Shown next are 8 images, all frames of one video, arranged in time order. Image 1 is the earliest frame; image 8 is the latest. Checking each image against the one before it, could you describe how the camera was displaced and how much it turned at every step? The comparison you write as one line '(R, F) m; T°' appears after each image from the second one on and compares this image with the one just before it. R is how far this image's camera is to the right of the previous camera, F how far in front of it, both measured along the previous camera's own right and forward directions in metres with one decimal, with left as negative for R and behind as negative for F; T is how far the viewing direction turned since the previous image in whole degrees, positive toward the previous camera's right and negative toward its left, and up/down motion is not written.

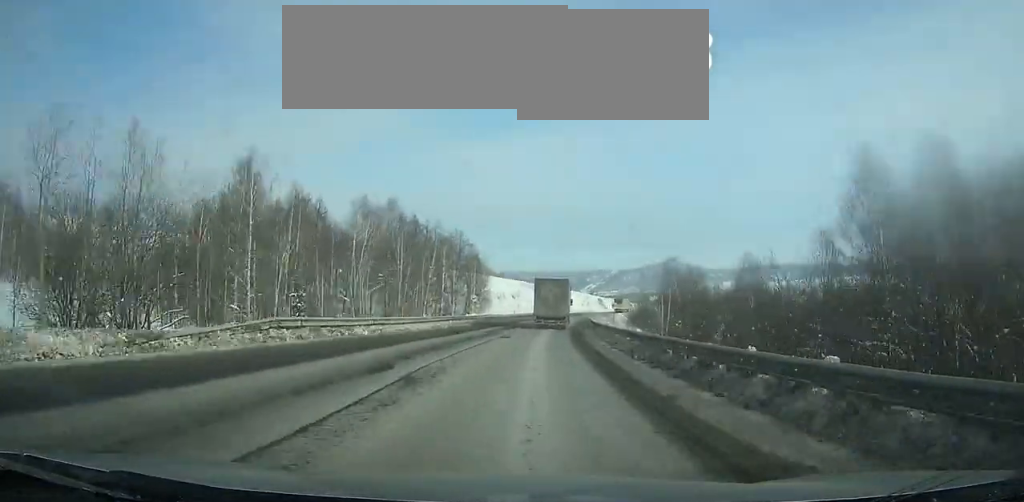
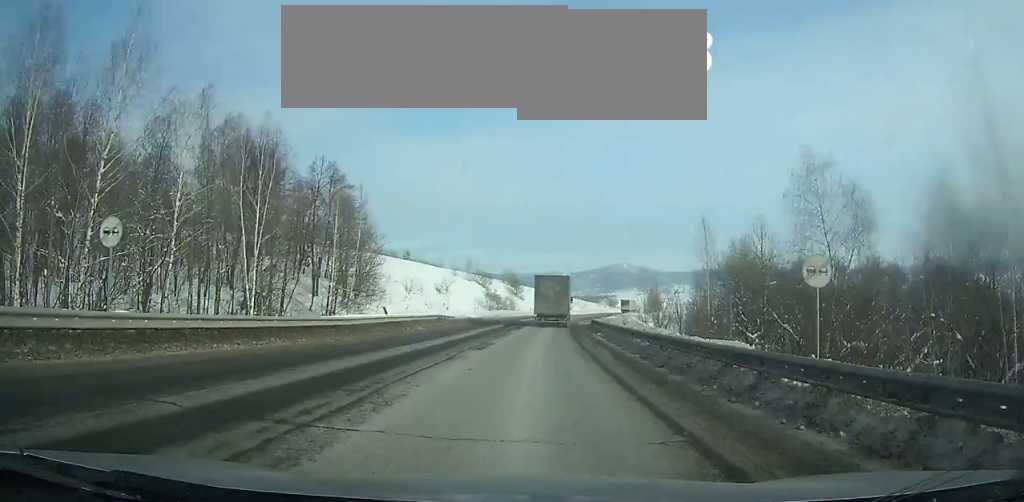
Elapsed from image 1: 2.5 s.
(+2.1, +53.0) m; +5°
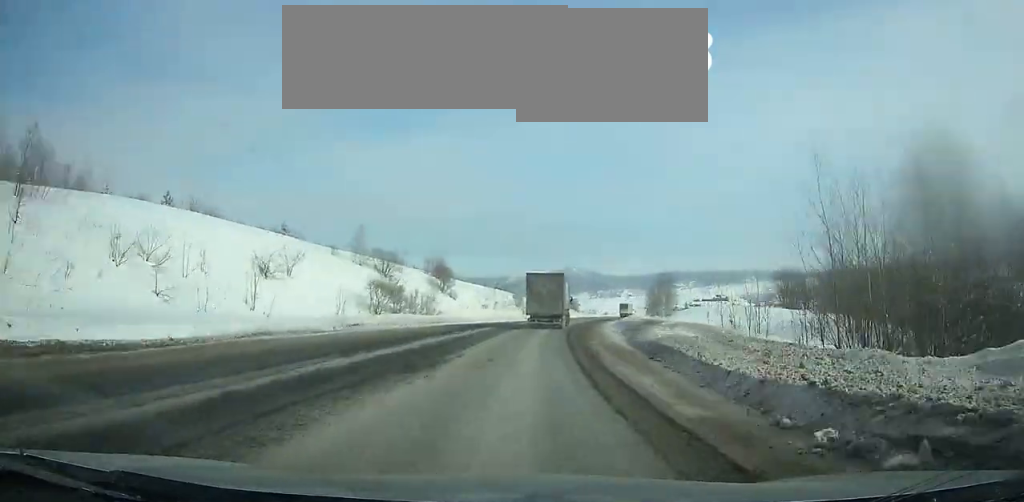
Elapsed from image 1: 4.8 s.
(+1.9, +47.9) m; +5°
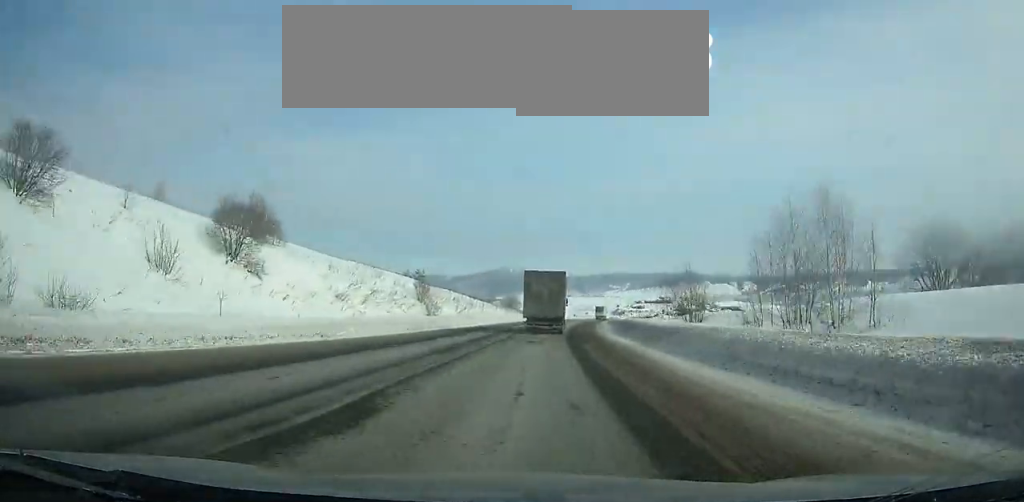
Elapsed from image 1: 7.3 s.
(+2.0, +51.1) m; +5°
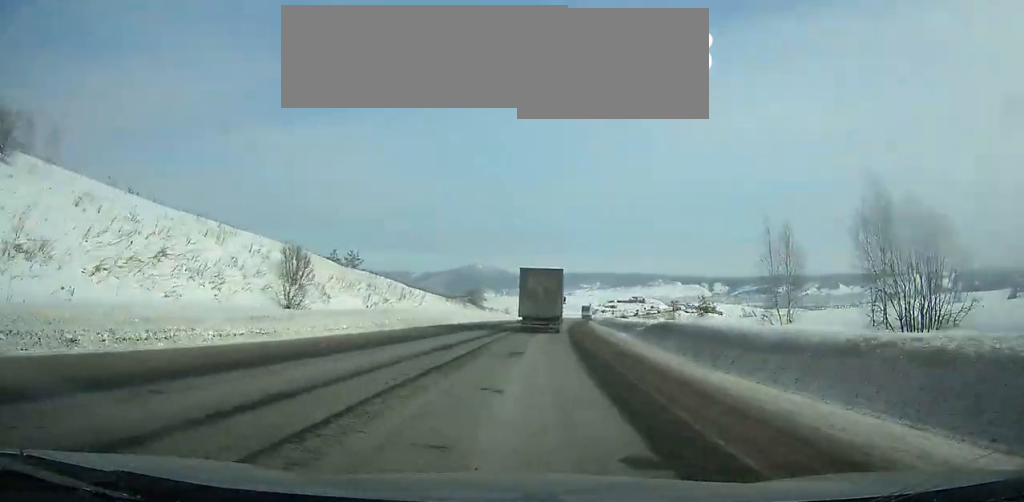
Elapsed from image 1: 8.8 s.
(+1.2, +30.2) m; +3°
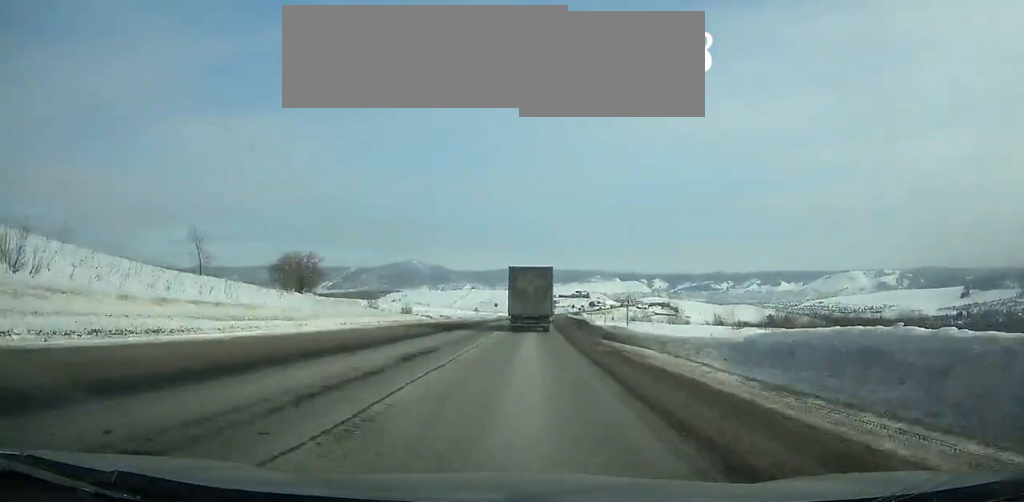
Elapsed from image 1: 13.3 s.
(+6.4, +89.0) m; +7°
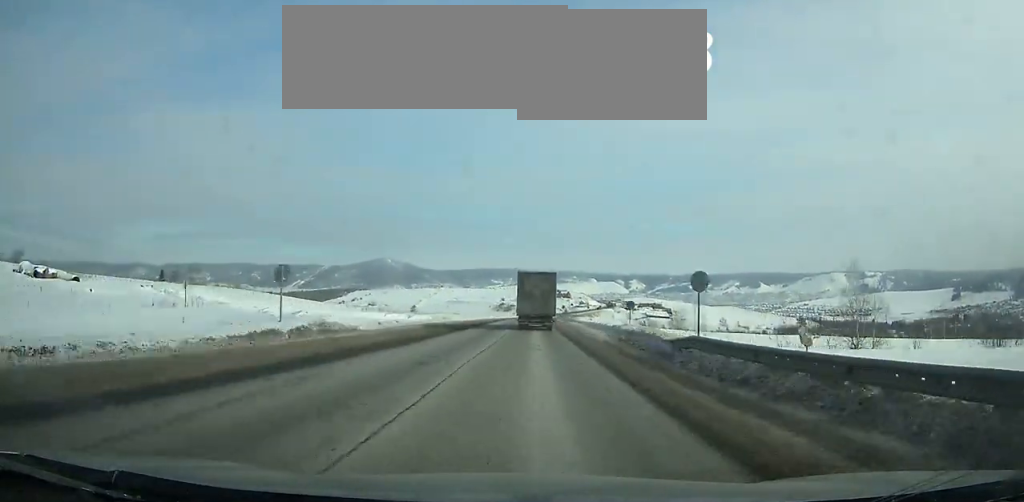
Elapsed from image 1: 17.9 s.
(+2.4, +91.6) m; +2°
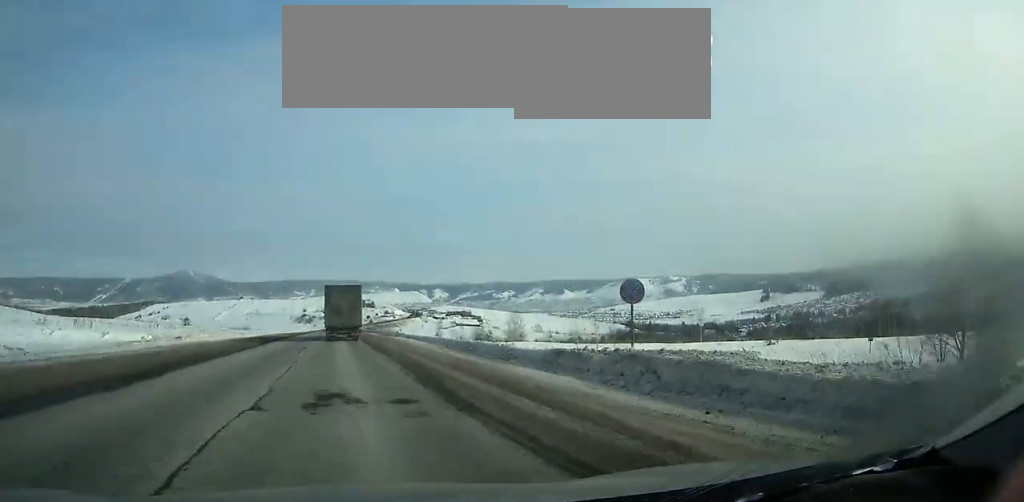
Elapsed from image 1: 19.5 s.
(+0.2, +32.5) m; 0°
